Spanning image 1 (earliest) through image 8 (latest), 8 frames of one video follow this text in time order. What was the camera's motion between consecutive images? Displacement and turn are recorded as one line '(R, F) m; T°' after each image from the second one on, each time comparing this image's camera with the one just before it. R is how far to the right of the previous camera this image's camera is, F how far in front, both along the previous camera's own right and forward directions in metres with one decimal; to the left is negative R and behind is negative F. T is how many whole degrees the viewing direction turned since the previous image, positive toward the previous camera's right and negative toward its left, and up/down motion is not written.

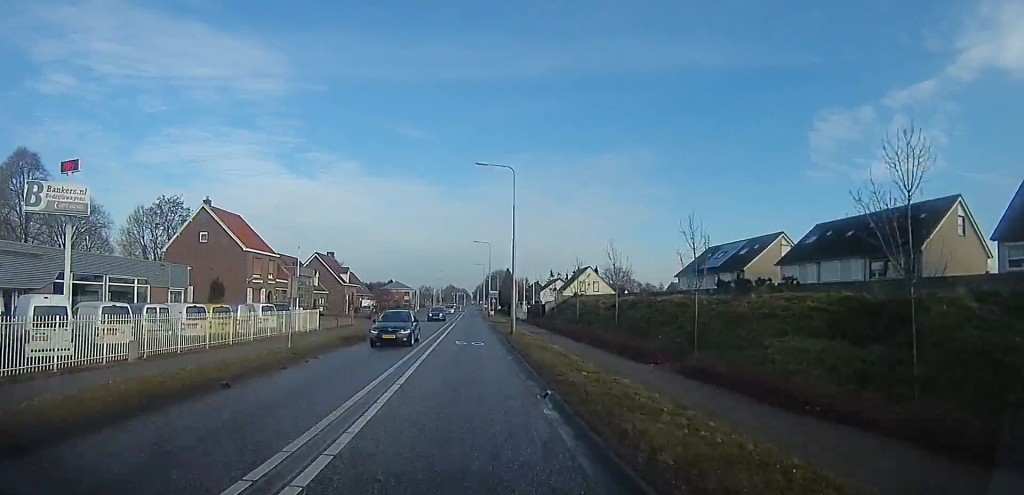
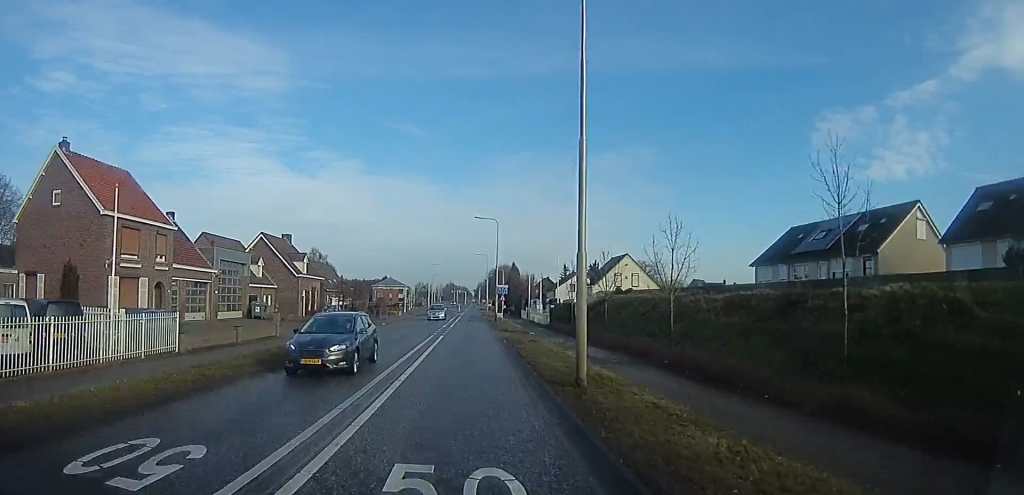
(-0.2, +18.9) m; -1°
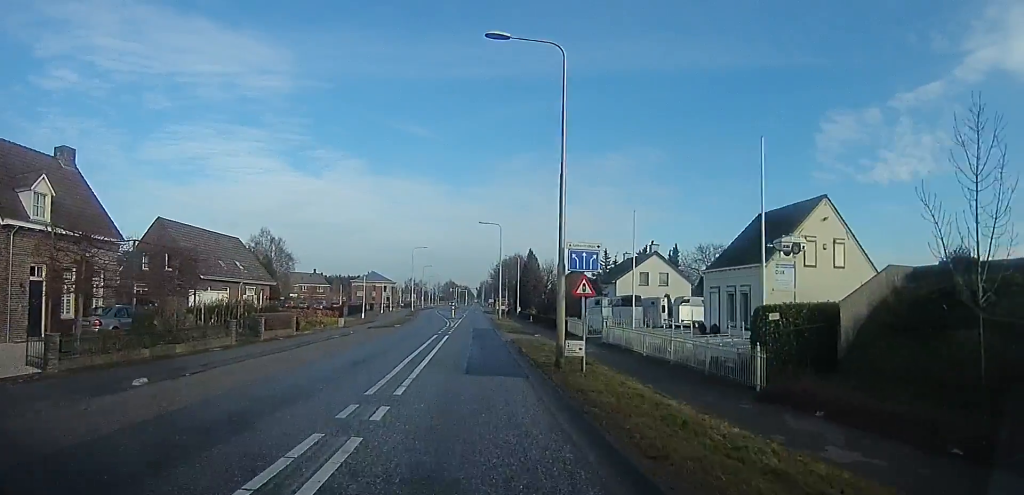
(0.0, +35.8) m; 0°
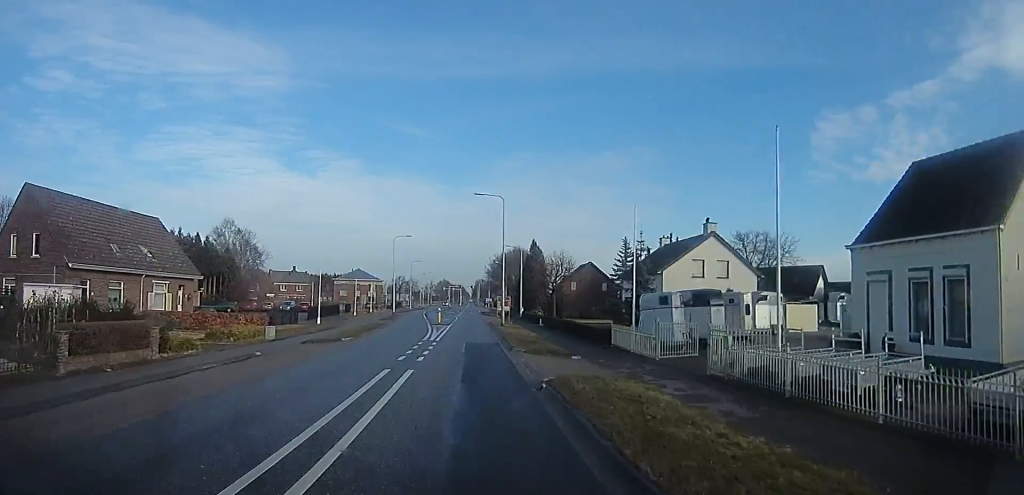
(0.0, +14.2) m; +1°
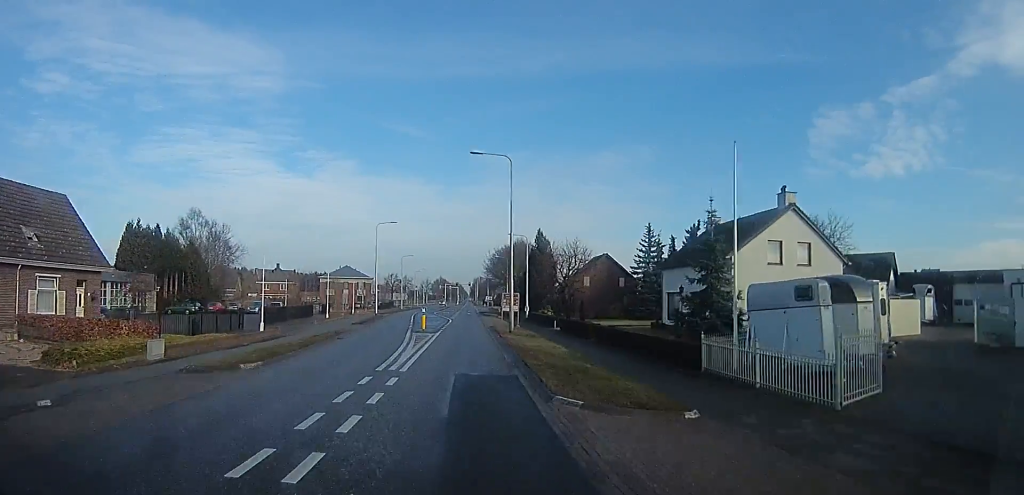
(+0.2, +10.7) m; +1°
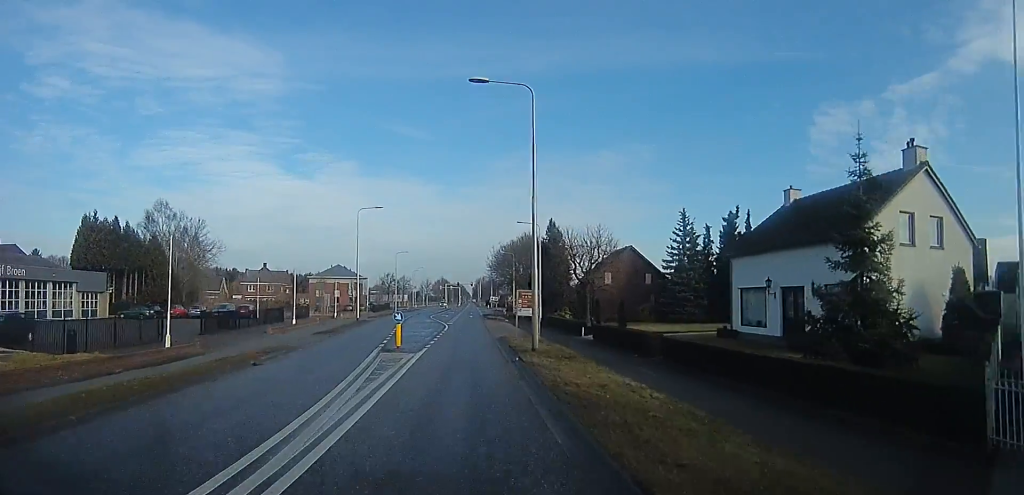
(0.0, +10.0) m; 0°
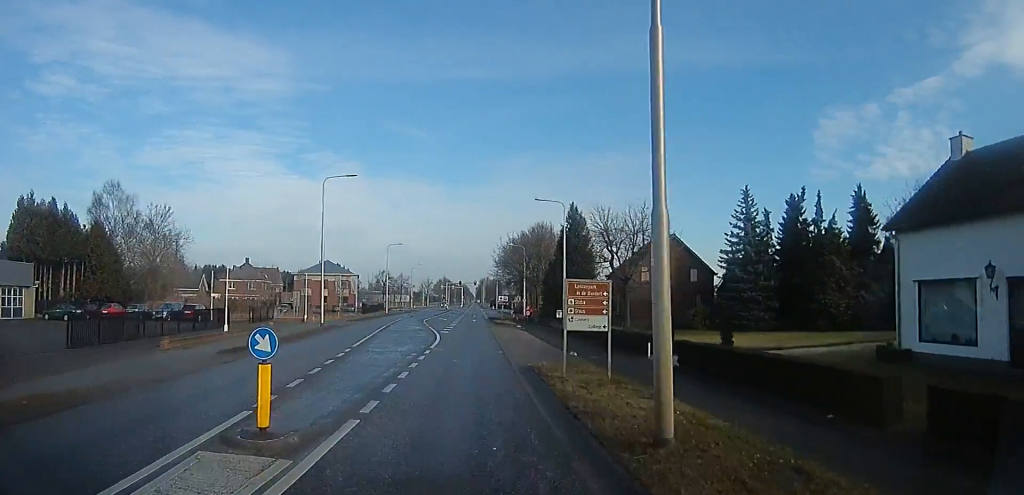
(0.0, +12.0) m; 0°
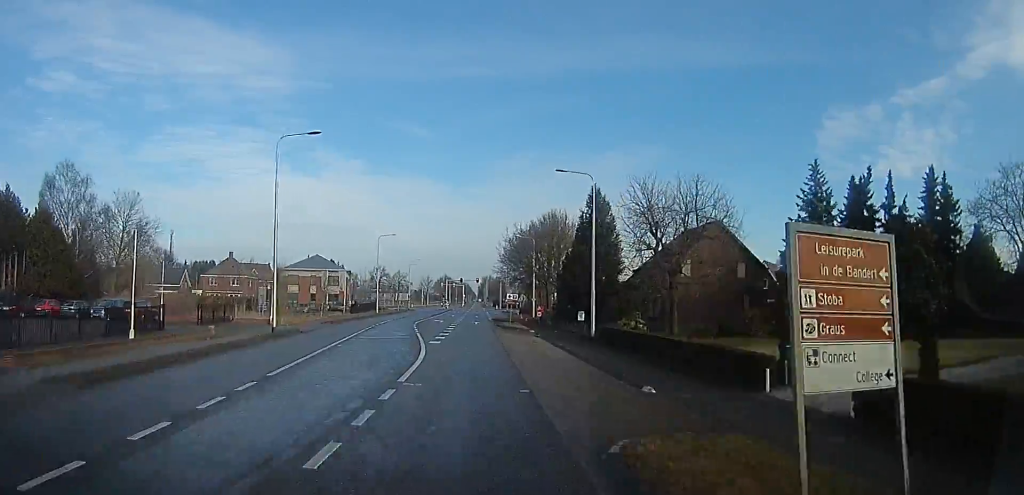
(0.0, +8.9) m; 0°
